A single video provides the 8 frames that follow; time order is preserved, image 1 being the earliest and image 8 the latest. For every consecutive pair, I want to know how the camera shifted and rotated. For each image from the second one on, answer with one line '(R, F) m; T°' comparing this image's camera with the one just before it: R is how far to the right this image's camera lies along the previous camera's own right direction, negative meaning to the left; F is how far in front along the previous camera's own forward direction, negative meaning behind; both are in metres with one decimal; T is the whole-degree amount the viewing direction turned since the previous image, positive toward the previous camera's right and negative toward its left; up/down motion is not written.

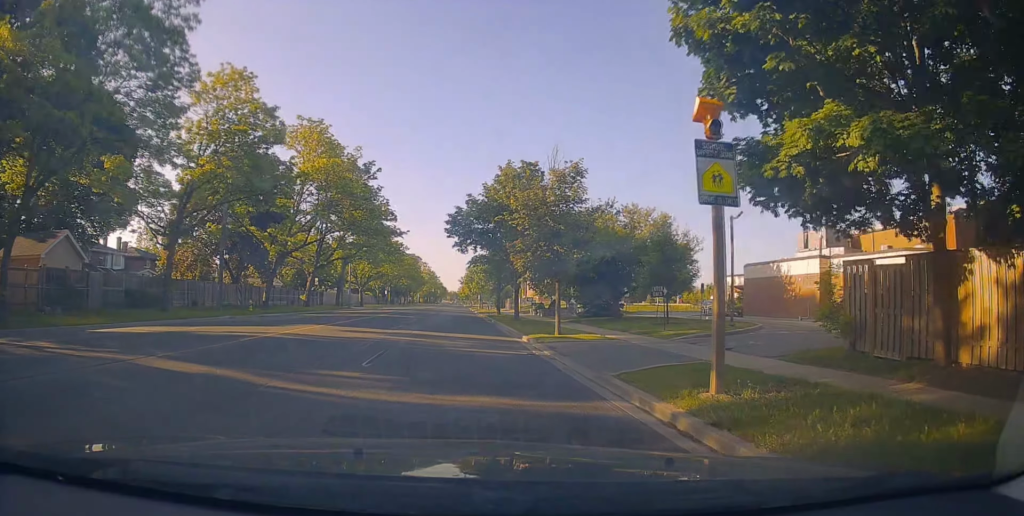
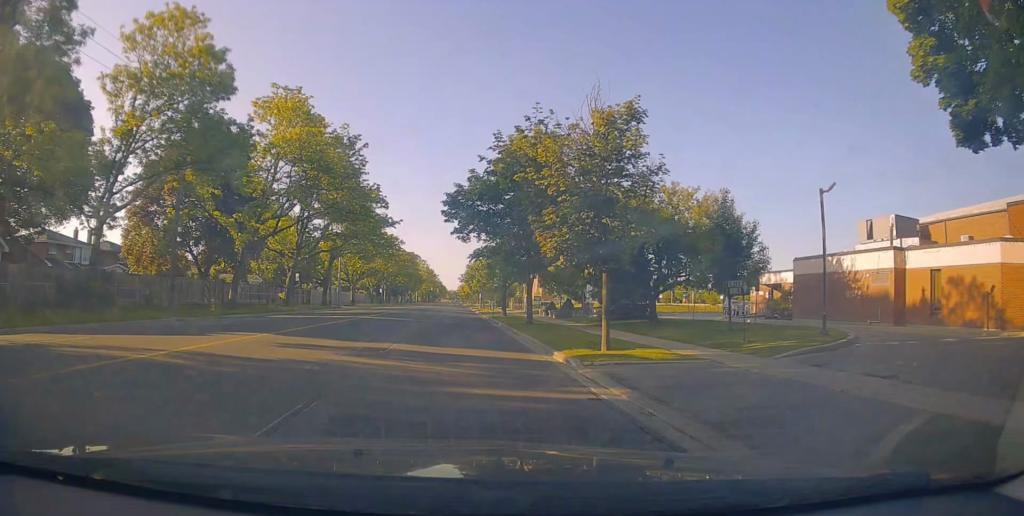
(+0.2, +6.5) m; 0°
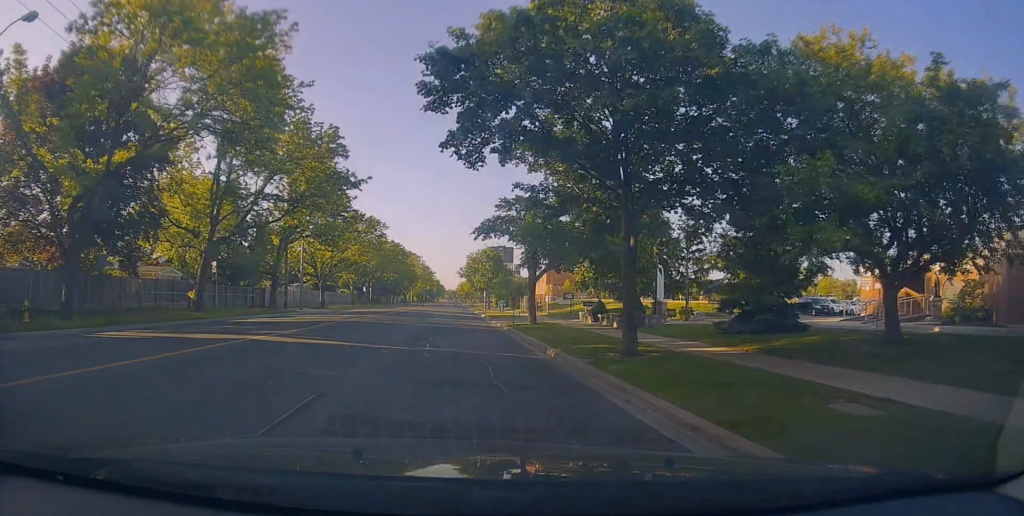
(-0.5, +17.9) m; 0°
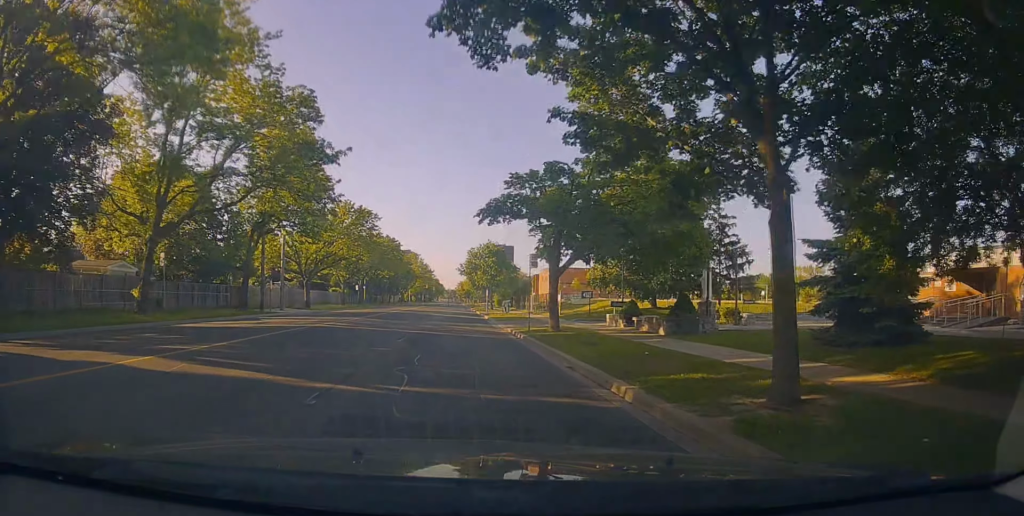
(+0.2, +6.3) m; +1°
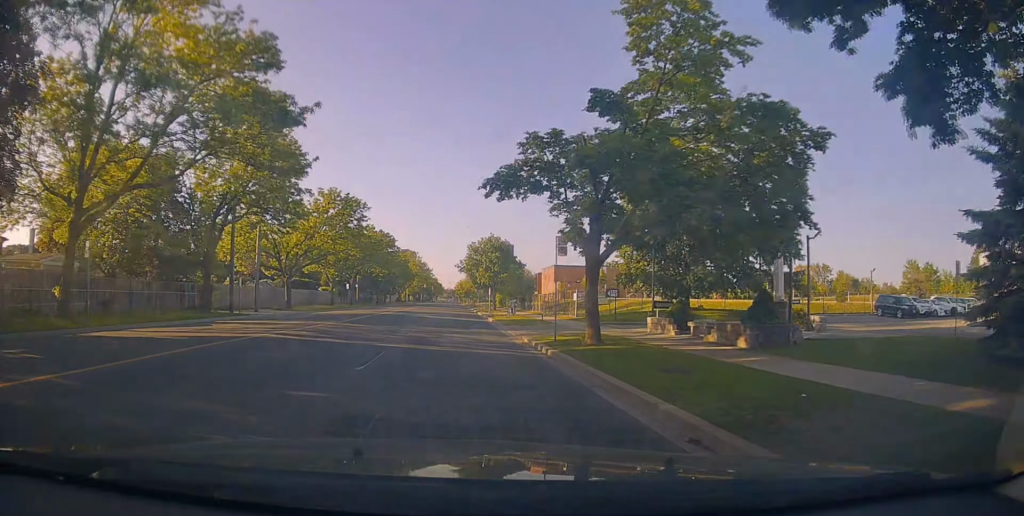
(+0.2, +6.1) m; +1°
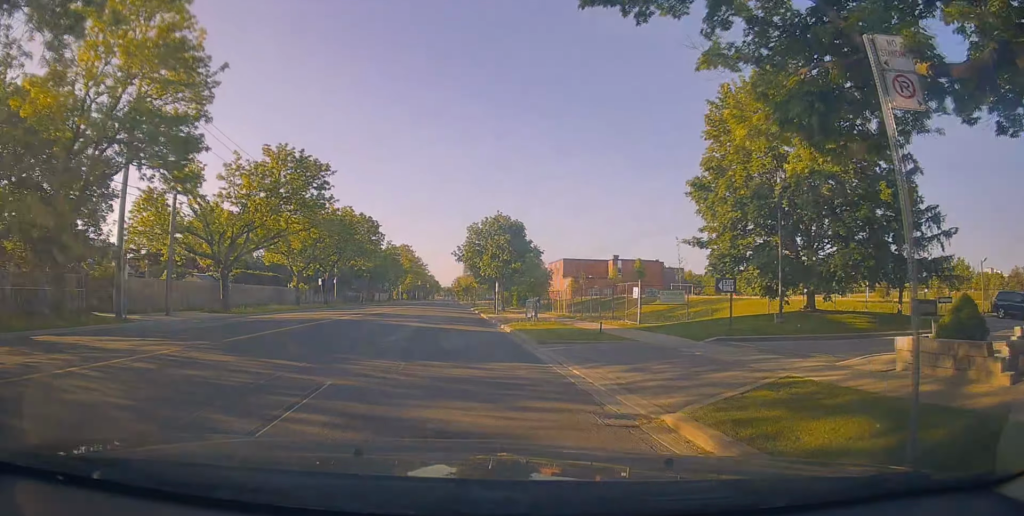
(-0.2, +14.3) m; -1°
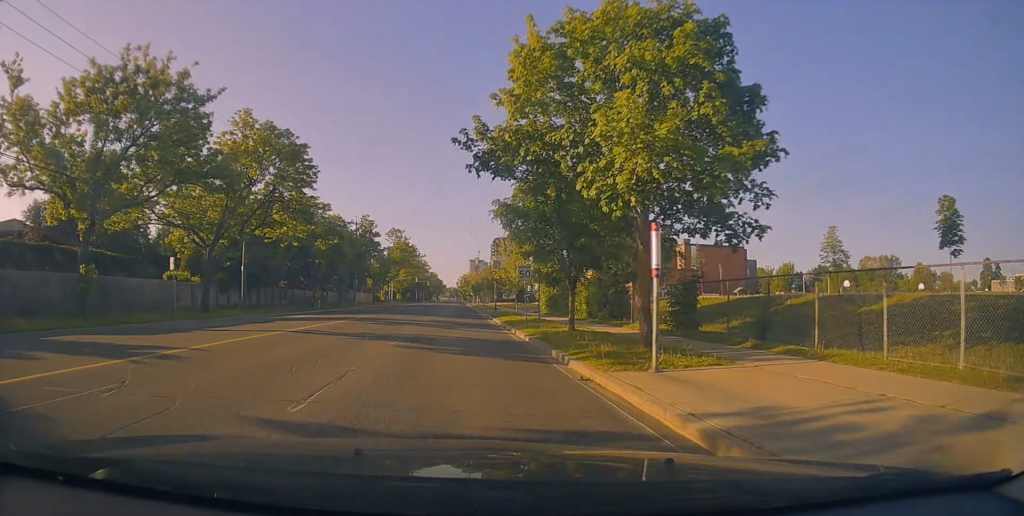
(+0.8, +33.9) m; +1°
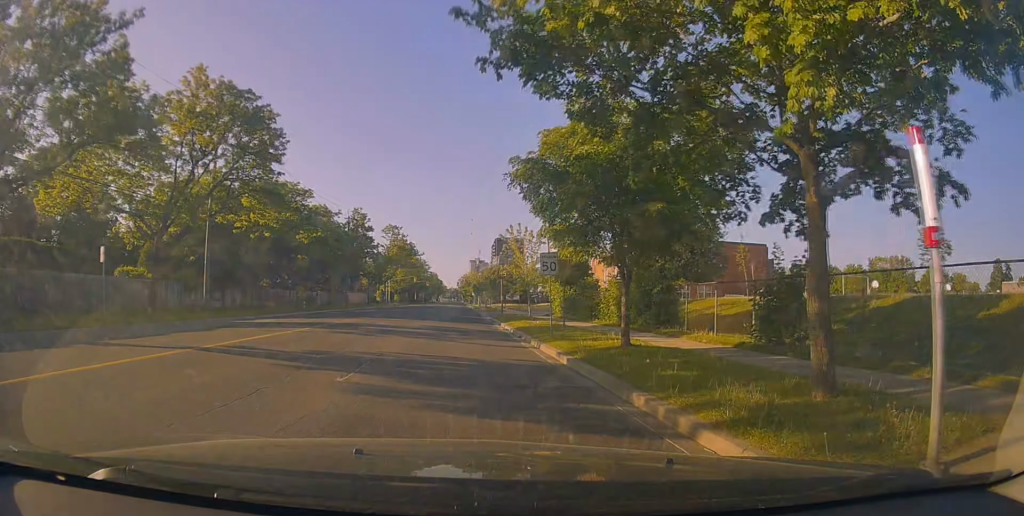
(-0.1, +6.8) m; -1°
